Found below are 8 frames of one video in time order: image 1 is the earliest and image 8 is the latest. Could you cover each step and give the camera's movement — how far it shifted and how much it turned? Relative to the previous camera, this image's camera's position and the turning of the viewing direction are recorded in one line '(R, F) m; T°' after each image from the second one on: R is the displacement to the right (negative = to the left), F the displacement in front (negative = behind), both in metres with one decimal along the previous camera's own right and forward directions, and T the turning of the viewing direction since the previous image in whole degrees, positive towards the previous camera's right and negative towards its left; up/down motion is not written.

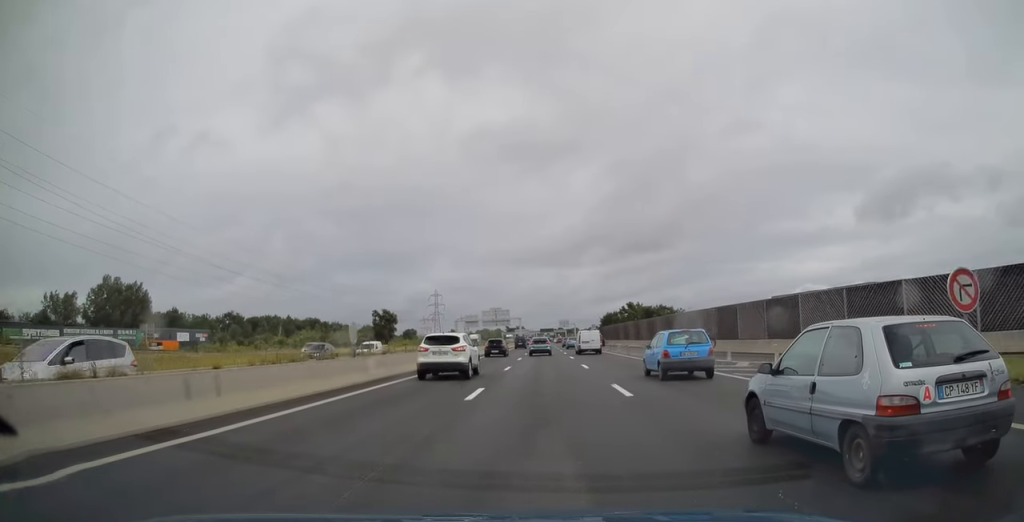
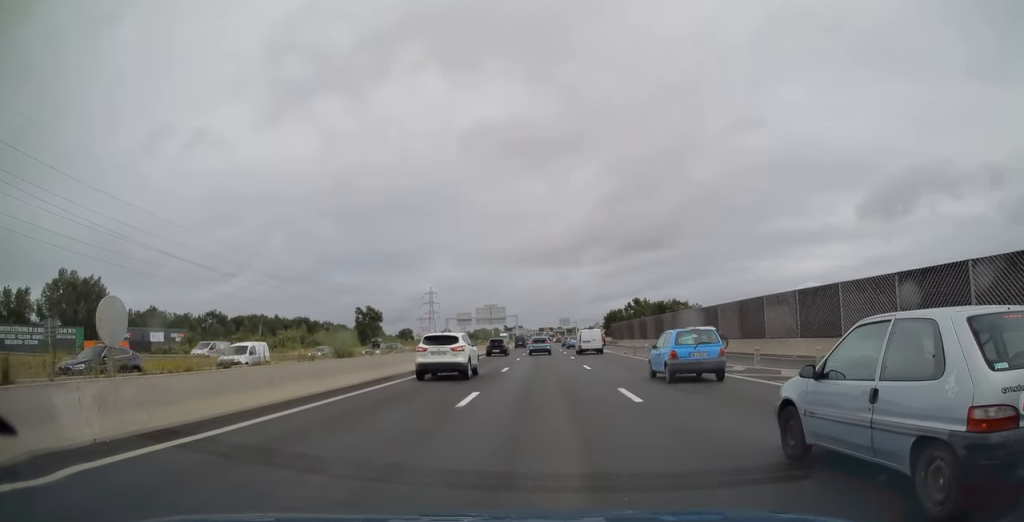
(-0.2, +15.1) m; 0°
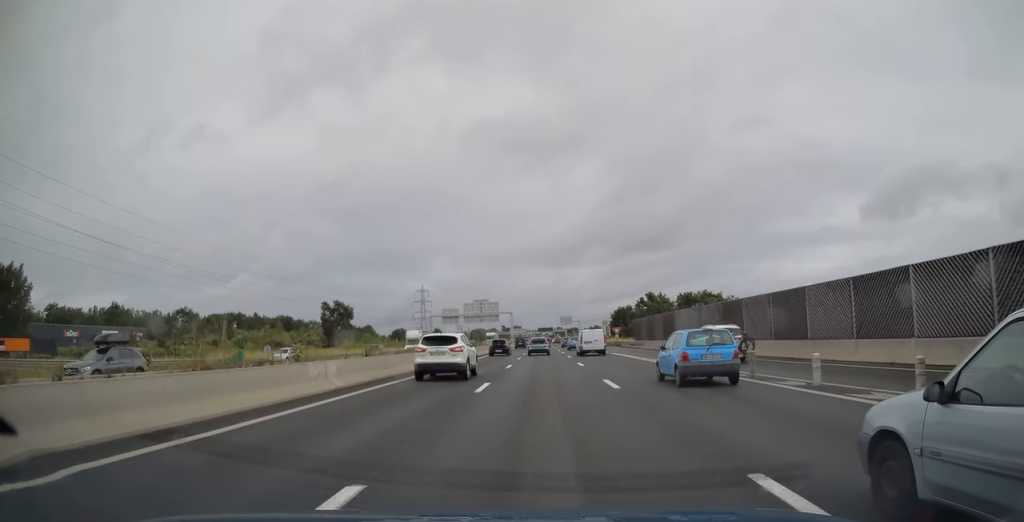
(+0.3, +22.8) m; 0°
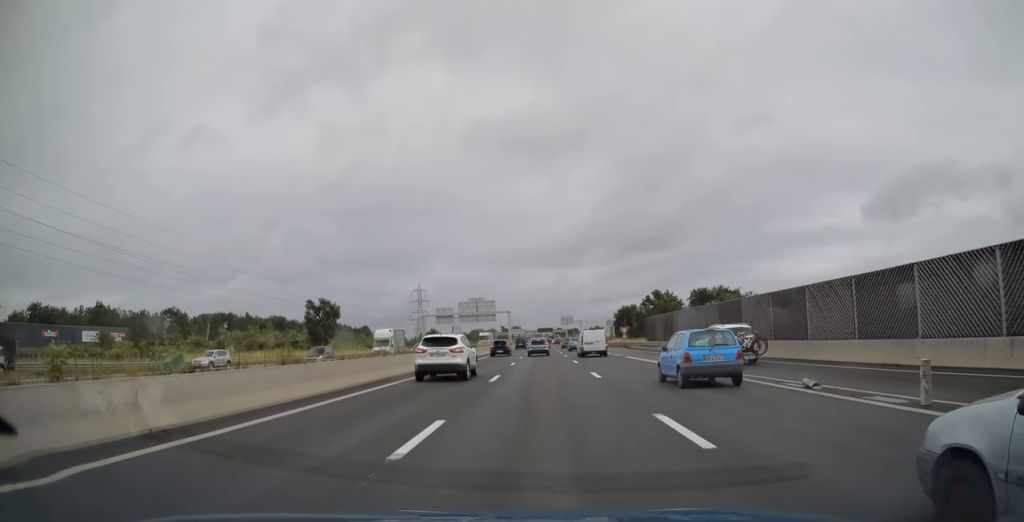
(0.0, +8.5) m; 0°
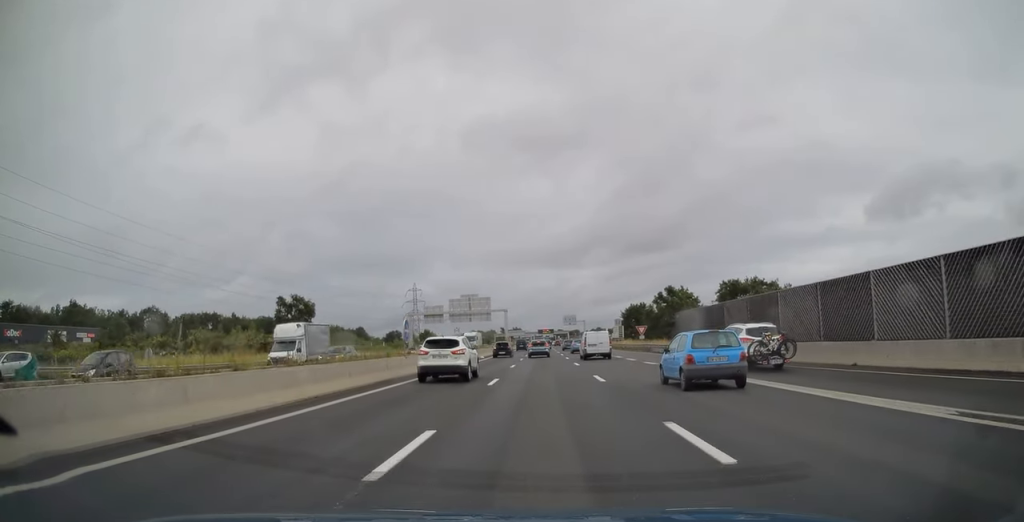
(0.0, +13.9) m; 0°
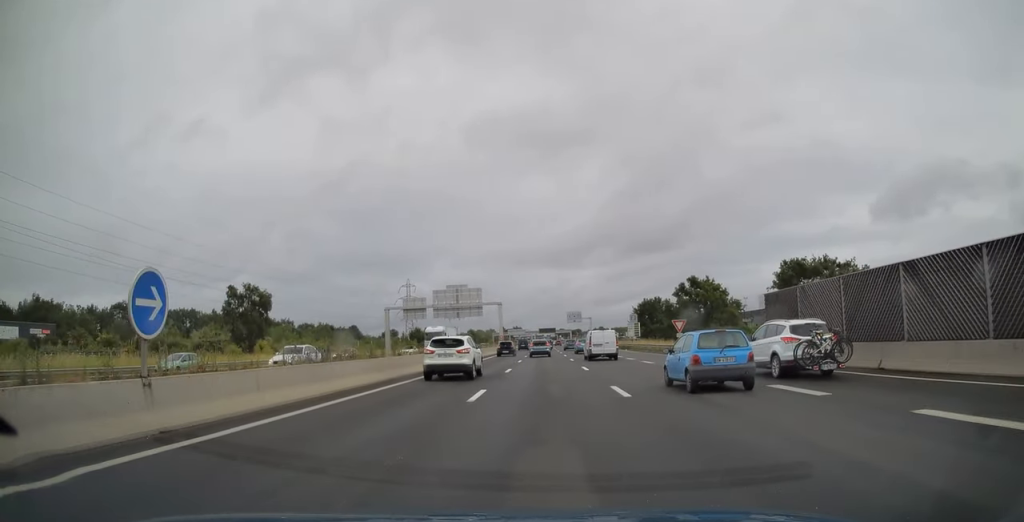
(0.0, +18.1) m; 0°
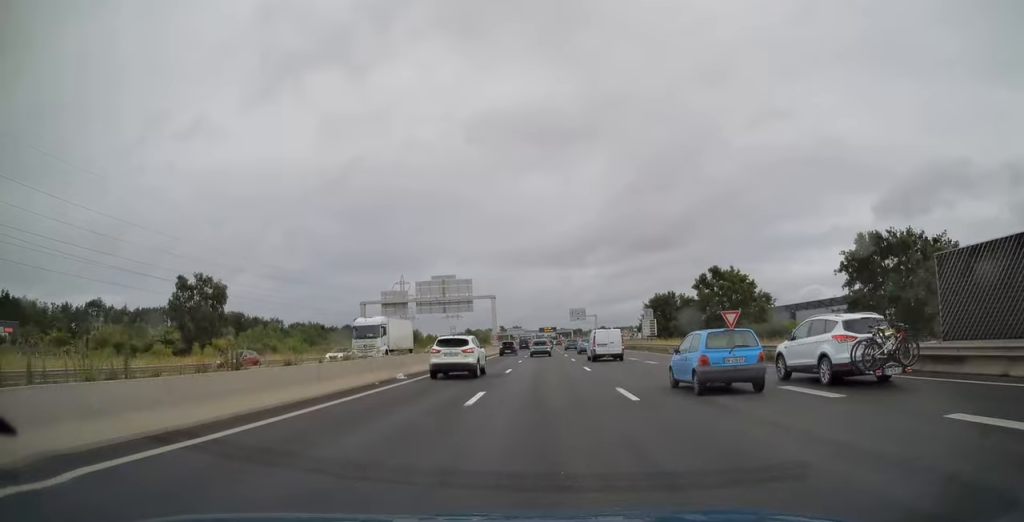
(0.0, +13.4) m; 0°
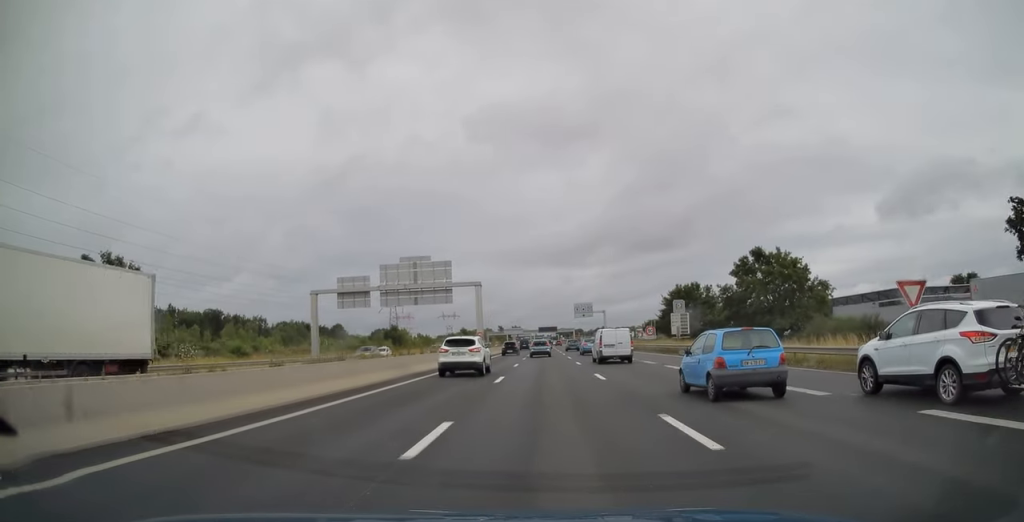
(0.0, +18.3) m; 0°
